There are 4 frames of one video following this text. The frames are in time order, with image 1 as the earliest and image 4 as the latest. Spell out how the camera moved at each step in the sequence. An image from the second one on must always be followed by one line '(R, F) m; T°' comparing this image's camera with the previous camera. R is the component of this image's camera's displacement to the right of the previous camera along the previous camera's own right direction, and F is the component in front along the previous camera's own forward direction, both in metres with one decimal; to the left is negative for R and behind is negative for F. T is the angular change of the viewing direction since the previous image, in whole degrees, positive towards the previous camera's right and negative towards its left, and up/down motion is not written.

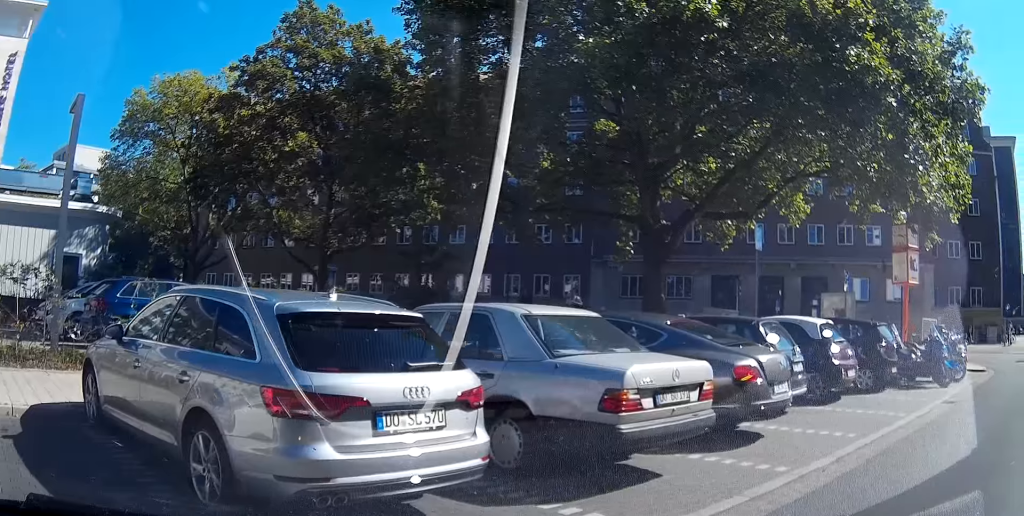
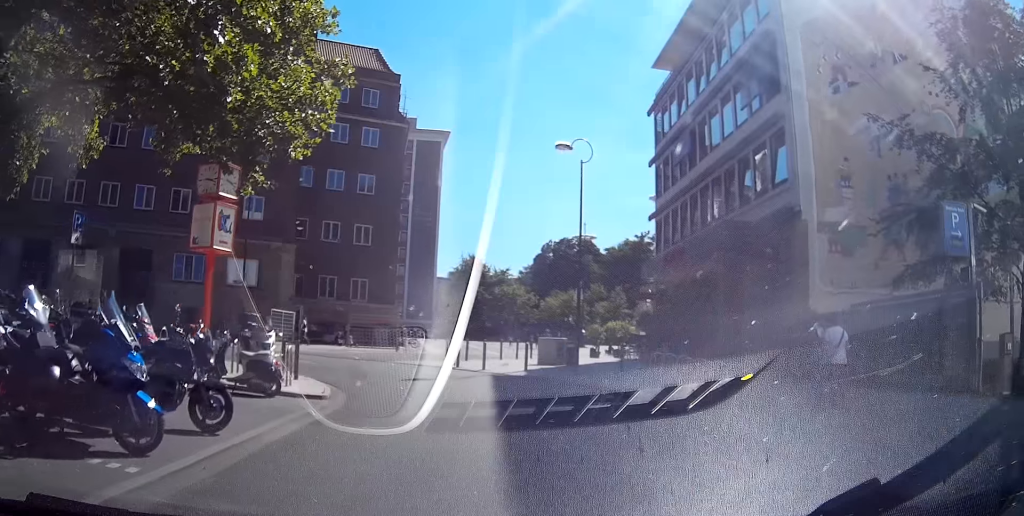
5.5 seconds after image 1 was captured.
(+0.6, +20.0) m; +10°
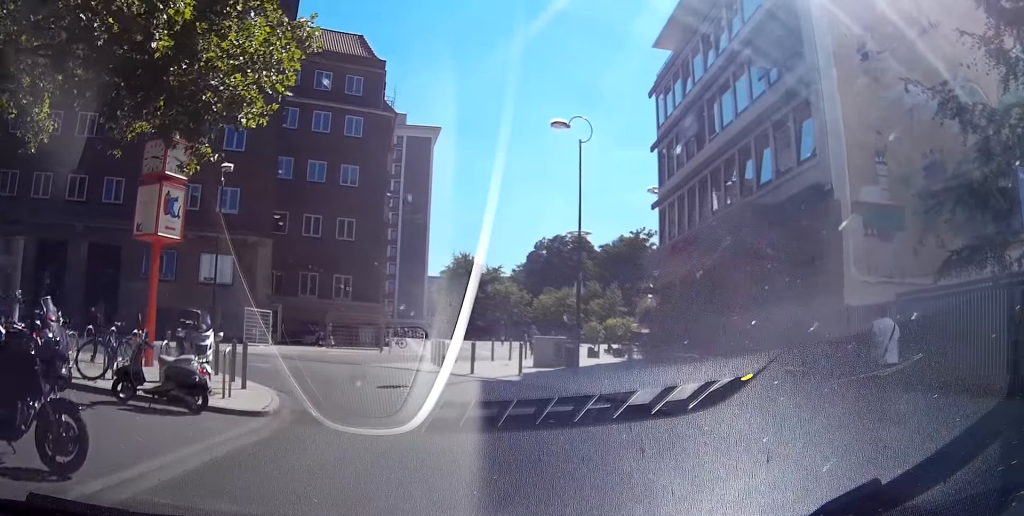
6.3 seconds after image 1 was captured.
(+0.1, +5.2) m; +1°
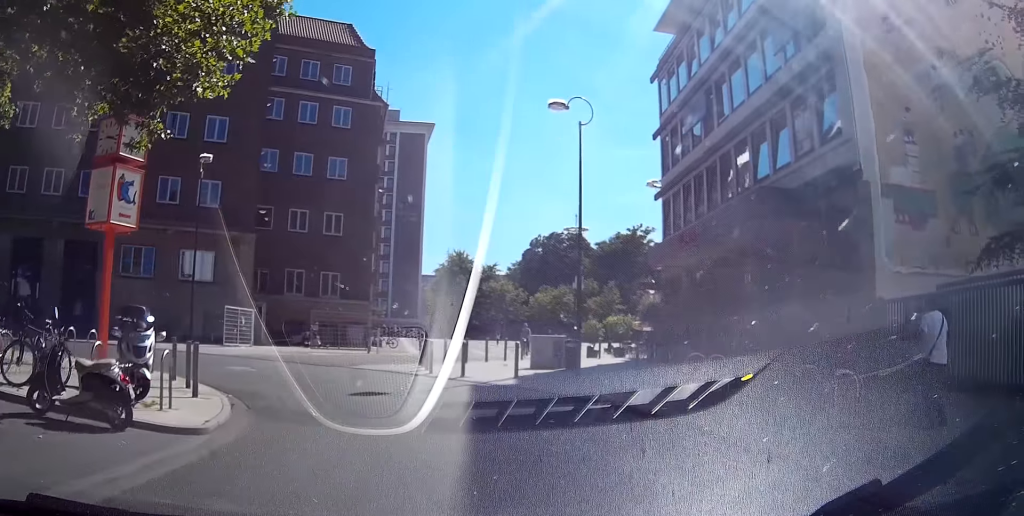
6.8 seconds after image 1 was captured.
(-0.1, +3.7) m; -1°
